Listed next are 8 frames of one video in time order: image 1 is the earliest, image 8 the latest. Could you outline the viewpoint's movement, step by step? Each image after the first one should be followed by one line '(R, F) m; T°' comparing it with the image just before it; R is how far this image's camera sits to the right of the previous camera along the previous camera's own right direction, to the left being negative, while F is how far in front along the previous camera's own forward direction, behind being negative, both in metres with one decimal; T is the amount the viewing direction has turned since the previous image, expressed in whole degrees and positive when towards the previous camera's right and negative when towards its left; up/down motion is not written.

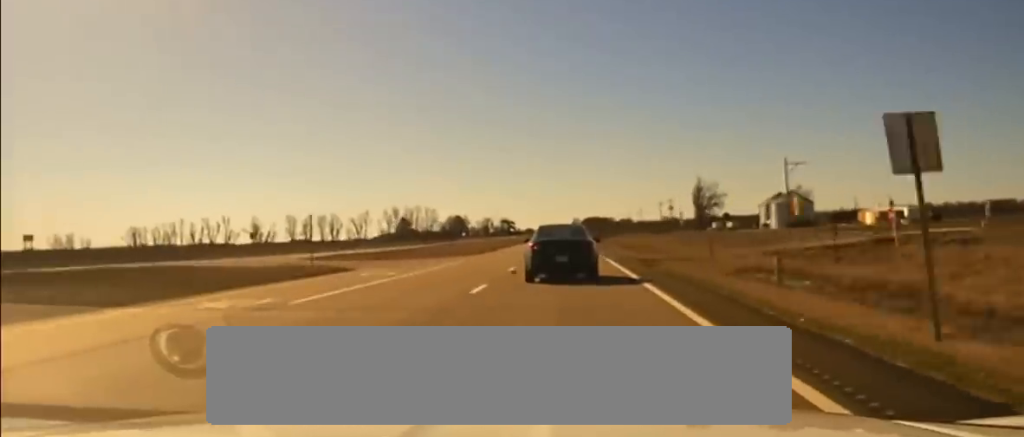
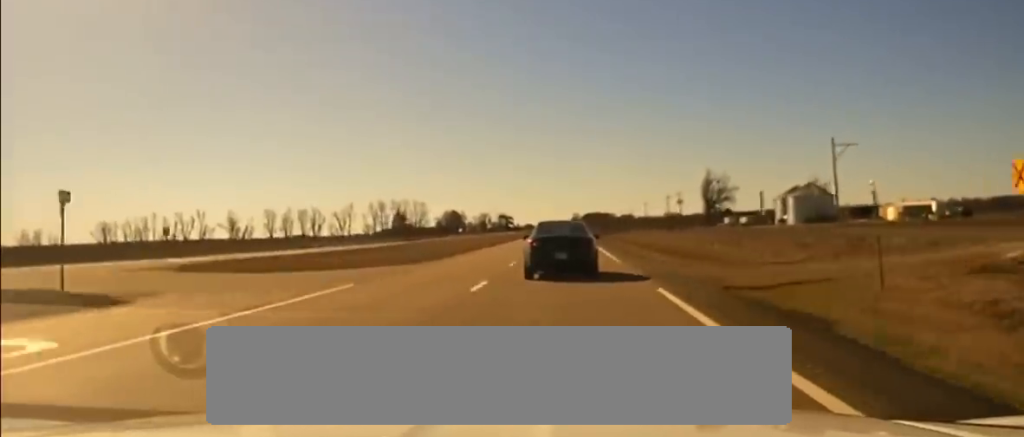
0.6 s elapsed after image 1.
(+0.3, +24.4) m; 0°
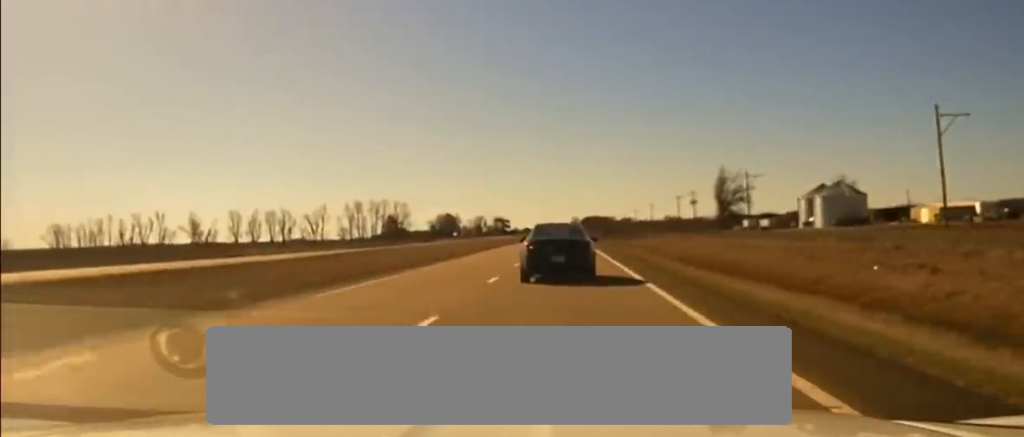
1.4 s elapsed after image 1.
(-0.2, +32.7) m; 0°
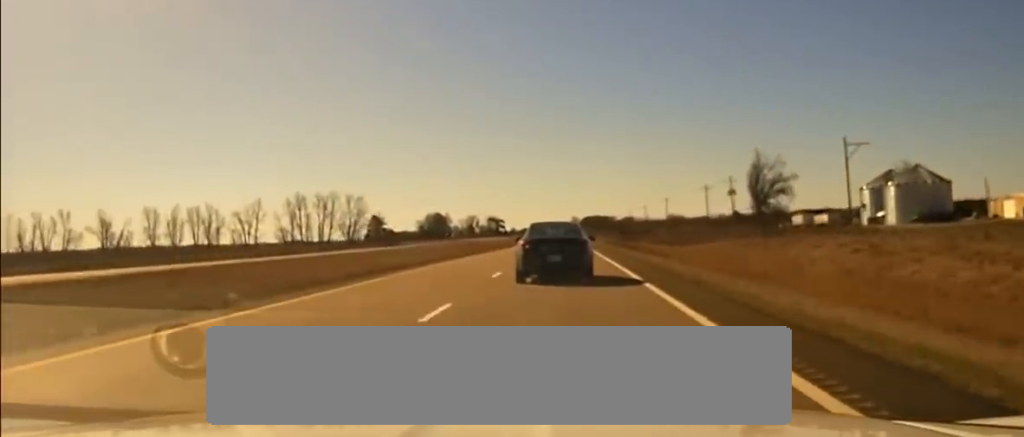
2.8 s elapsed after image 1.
(+0.3, +58.5) m; 0°
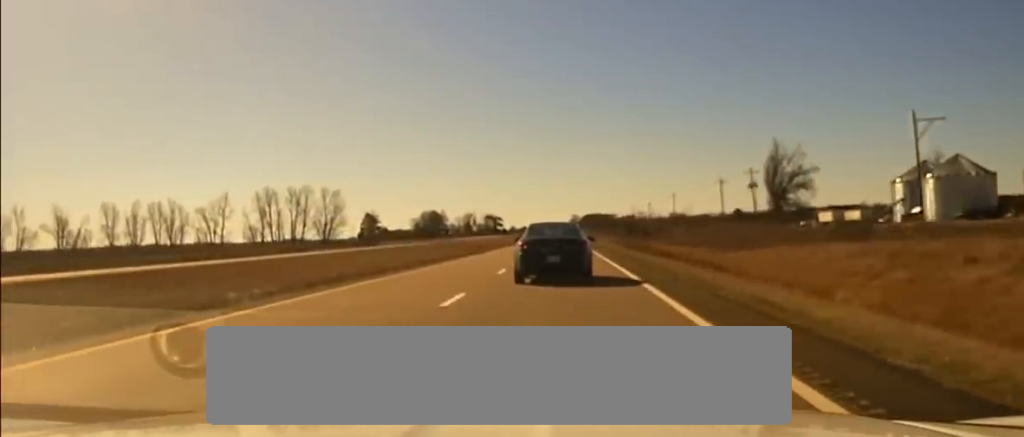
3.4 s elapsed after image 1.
(-0.2, +21.7) m; 0°
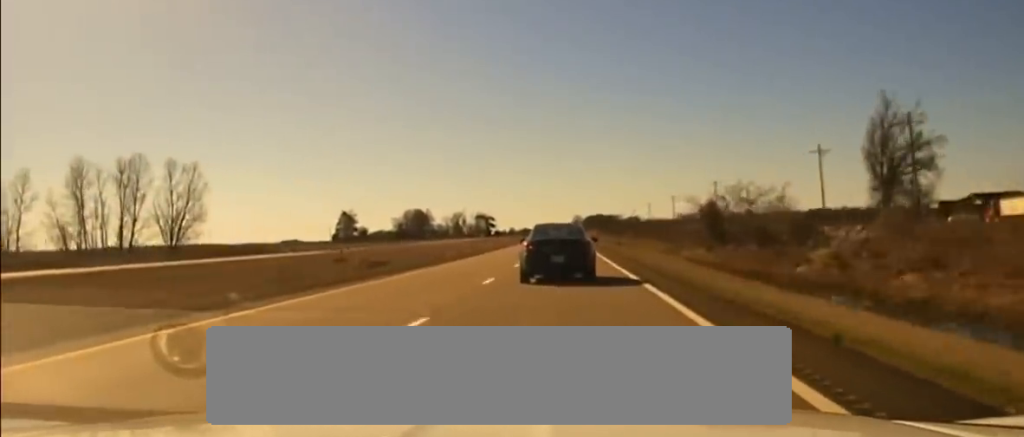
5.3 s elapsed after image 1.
(+0.3, +78.8) m; 0°
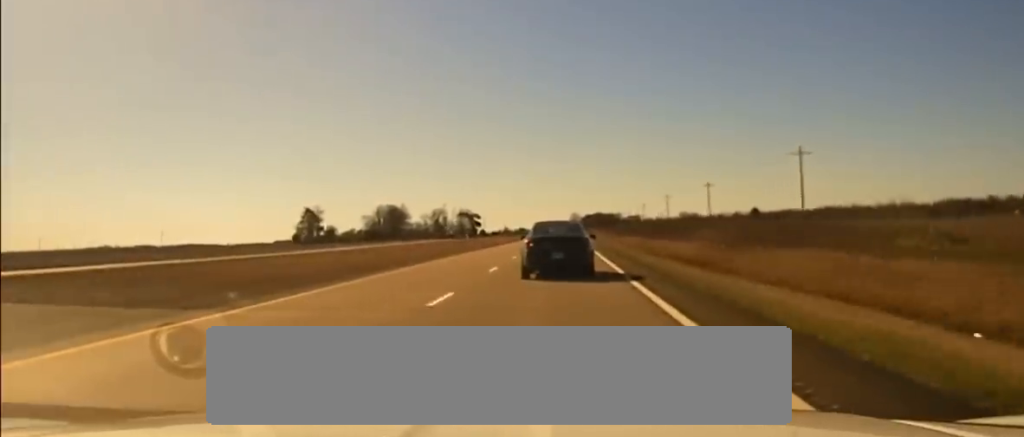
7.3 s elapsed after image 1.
(-0.4, +80.3) m; 0°
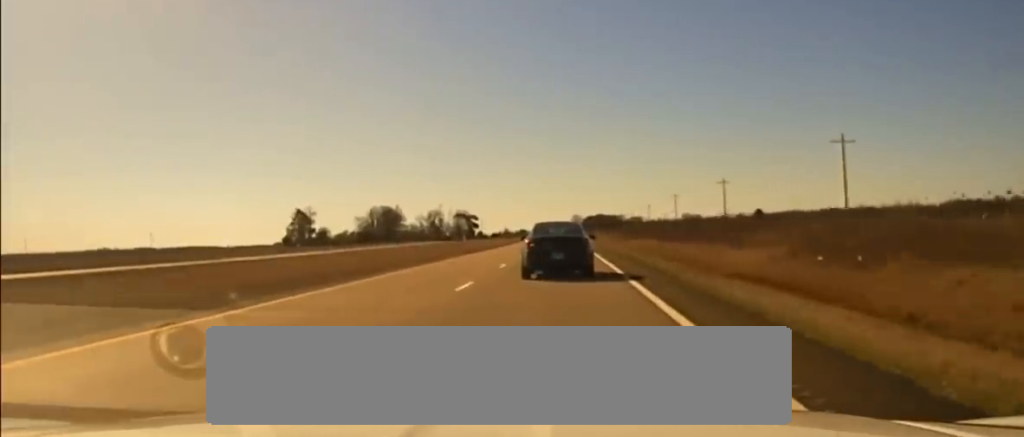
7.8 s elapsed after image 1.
(-0.1, +20.4) m; 0°
